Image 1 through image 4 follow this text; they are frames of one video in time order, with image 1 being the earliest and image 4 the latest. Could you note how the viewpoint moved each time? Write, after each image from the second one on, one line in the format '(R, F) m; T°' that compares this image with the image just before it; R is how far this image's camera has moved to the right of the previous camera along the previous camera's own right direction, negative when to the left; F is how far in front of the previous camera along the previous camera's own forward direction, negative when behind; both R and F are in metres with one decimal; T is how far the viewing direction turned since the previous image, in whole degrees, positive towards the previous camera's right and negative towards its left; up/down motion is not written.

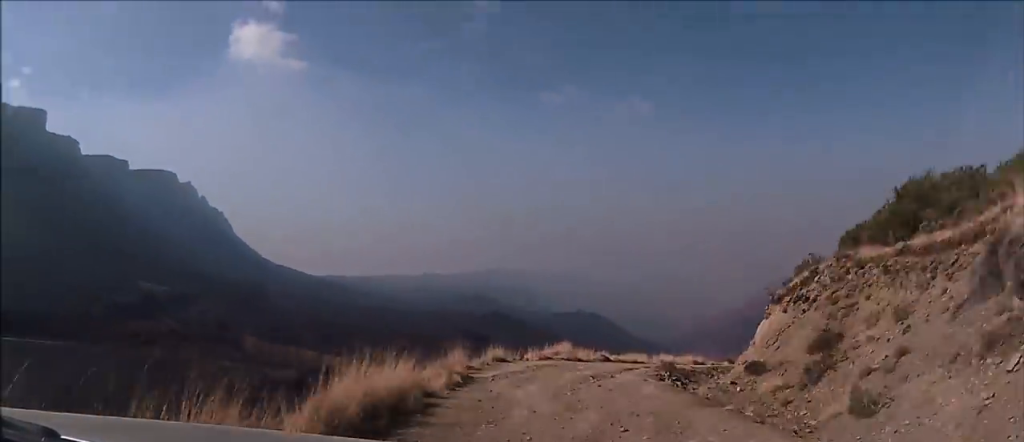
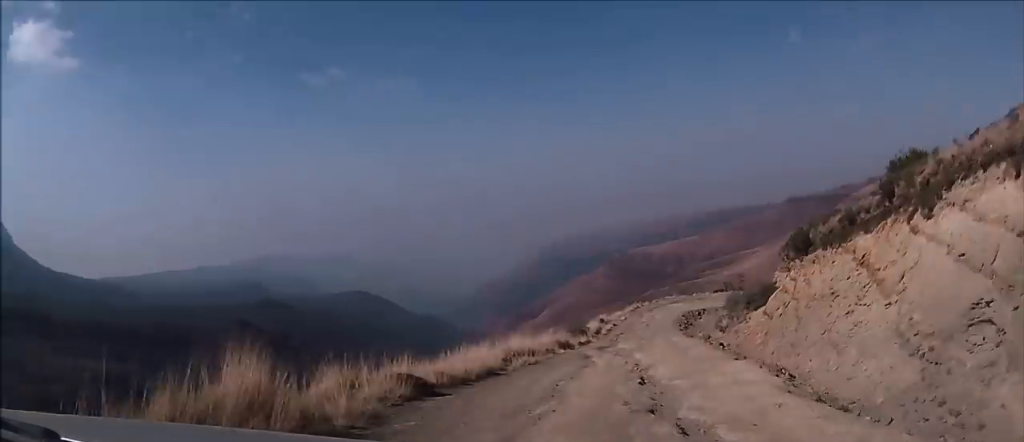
(+3.1, +31.3) m; +11°
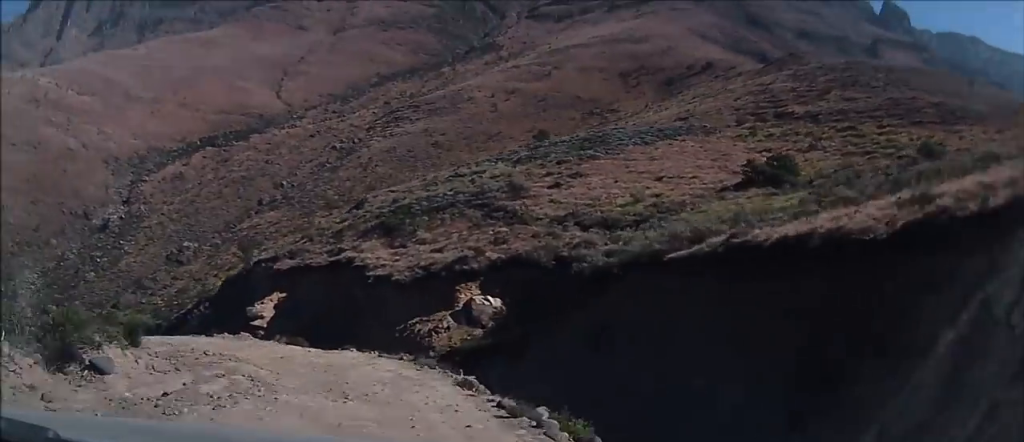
(+64.1, +59.6) m; +113°
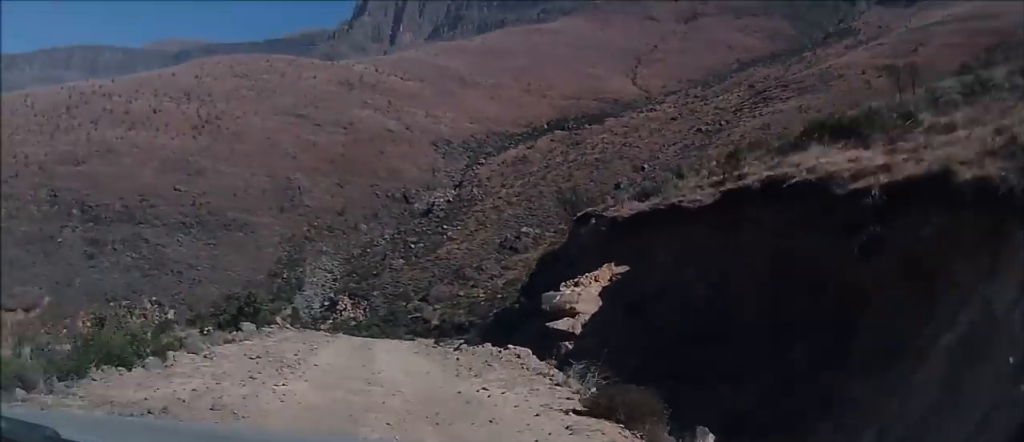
(-5.9, +21.9) m; -8°
